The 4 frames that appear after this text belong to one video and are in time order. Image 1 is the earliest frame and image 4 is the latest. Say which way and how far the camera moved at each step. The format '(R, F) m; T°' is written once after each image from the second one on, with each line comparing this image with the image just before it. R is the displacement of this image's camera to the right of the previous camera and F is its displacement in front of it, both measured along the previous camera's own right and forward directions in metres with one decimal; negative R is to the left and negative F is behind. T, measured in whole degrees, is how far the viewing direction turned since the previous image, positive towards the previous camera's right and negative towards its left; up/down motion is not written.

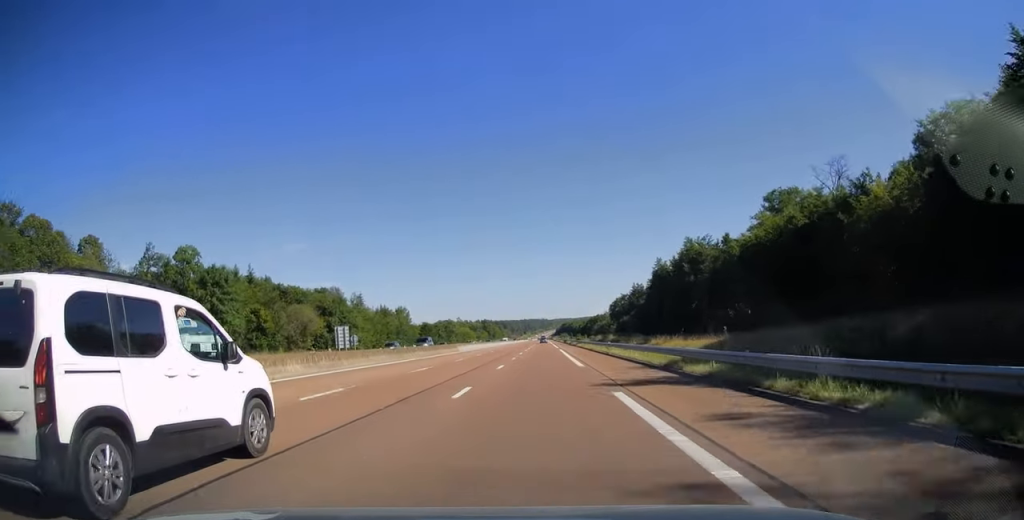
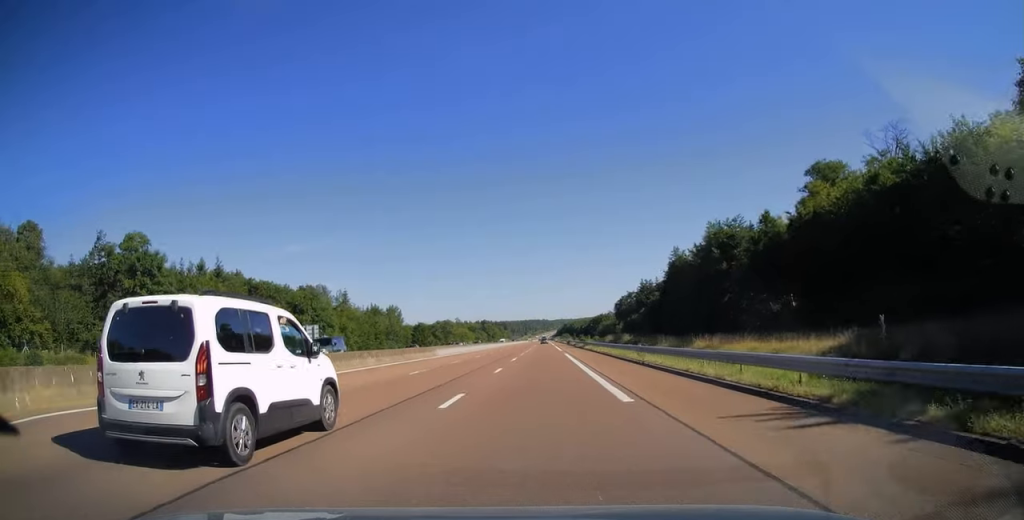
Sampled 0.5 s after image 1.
(-0.1, +14.6) m; 0°
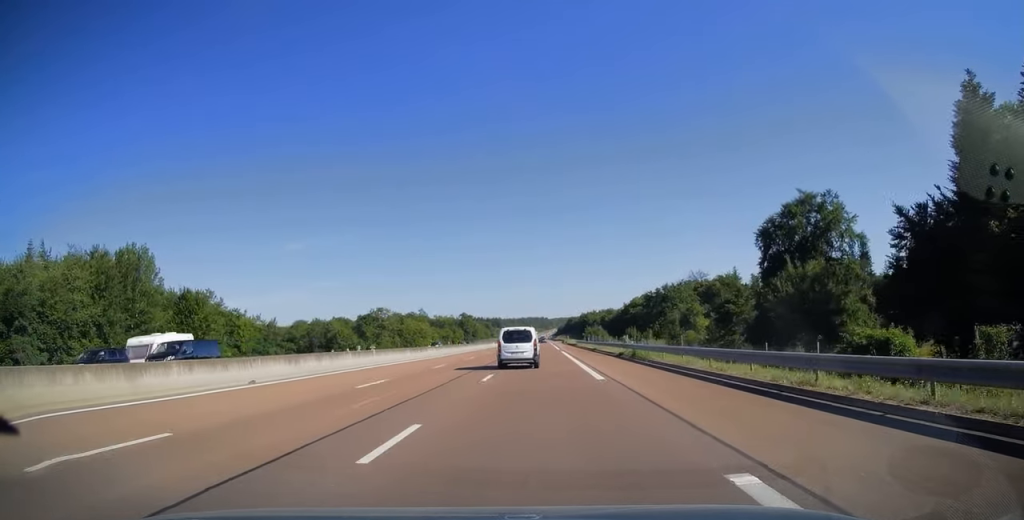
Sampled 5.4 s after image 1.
(+0.8, +148.3) m; 0°
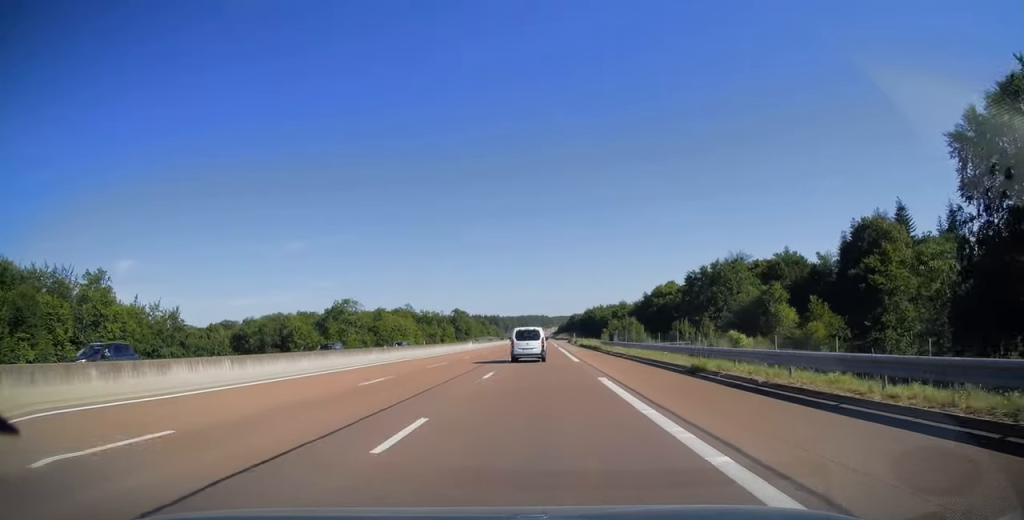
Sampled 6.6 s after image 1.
(-0.1, +38.5) m; 0°
